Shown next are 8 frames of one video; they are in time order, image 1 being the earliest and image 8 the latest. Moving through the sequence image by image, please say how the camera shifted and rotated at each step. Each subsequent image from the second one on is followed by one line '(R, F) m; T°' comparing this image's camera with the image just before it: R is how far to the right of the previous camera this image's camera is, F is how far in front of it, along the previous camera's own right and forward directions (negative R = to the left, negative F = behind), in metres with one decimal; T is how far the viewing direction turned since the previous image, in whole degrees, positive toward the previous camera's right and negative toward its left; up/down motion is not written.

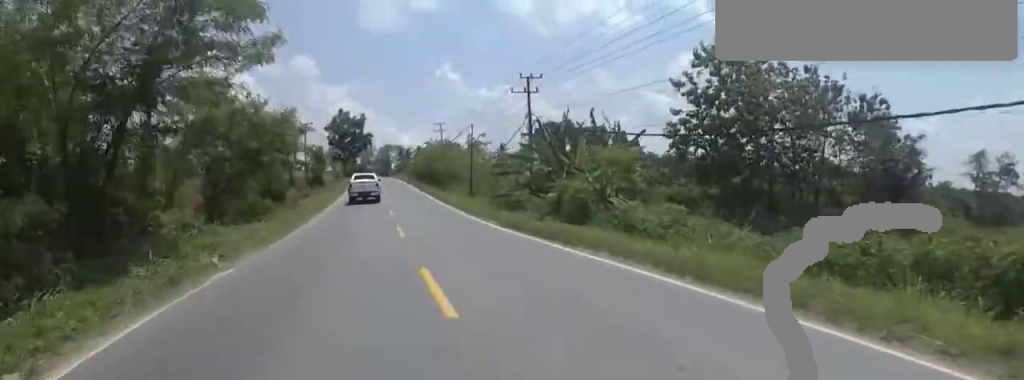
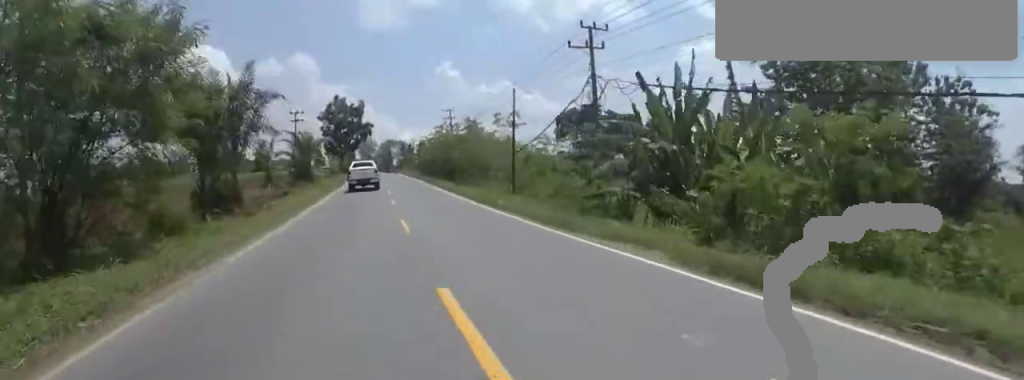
(0.0, +10.0) m; 0°
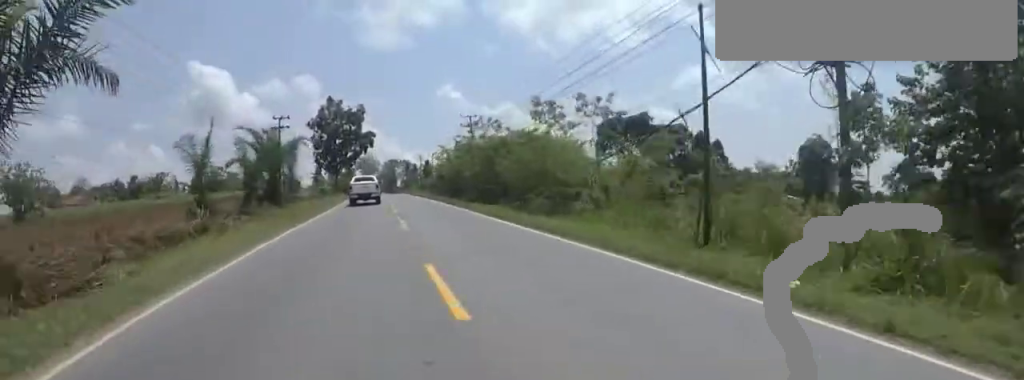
(0.0, +13.9) m; 0°
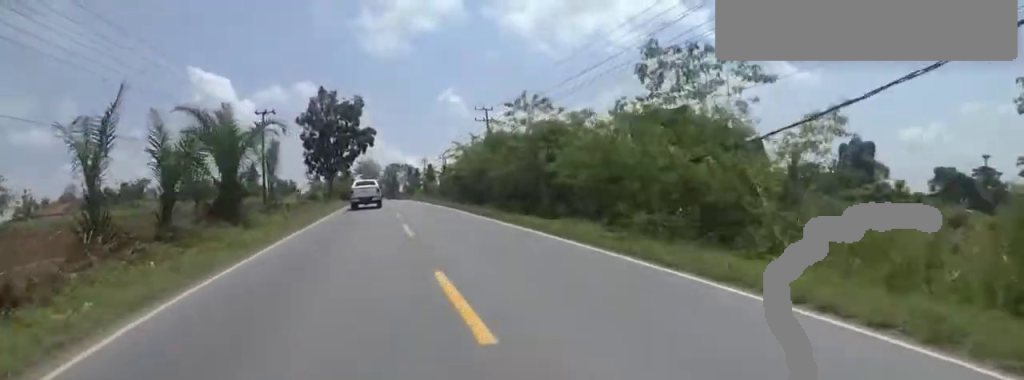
(0.0, +8.5) m; 0°
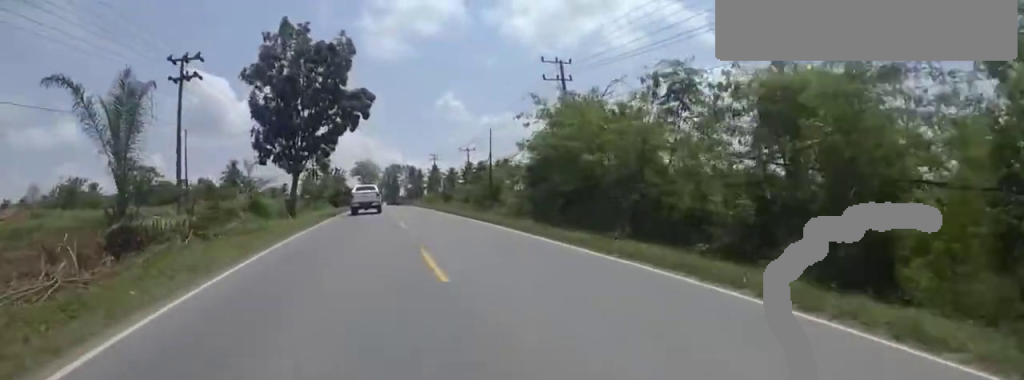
(+0.1, +20.9) m; 0°
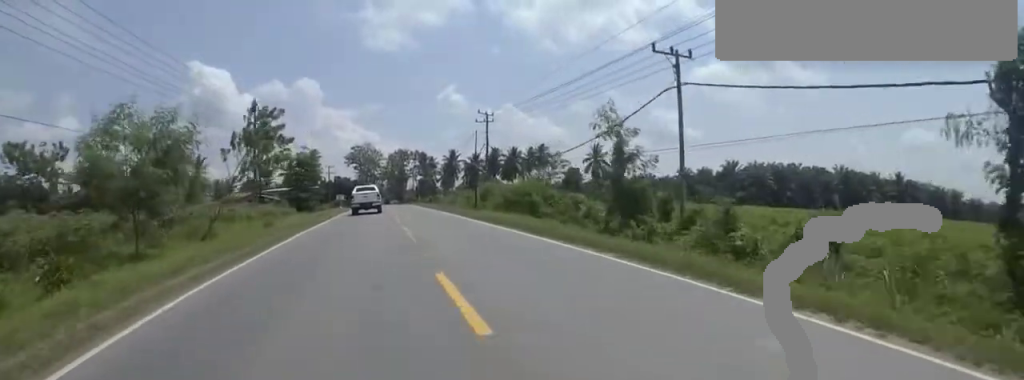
(-0.7, +42.3) m; -4°
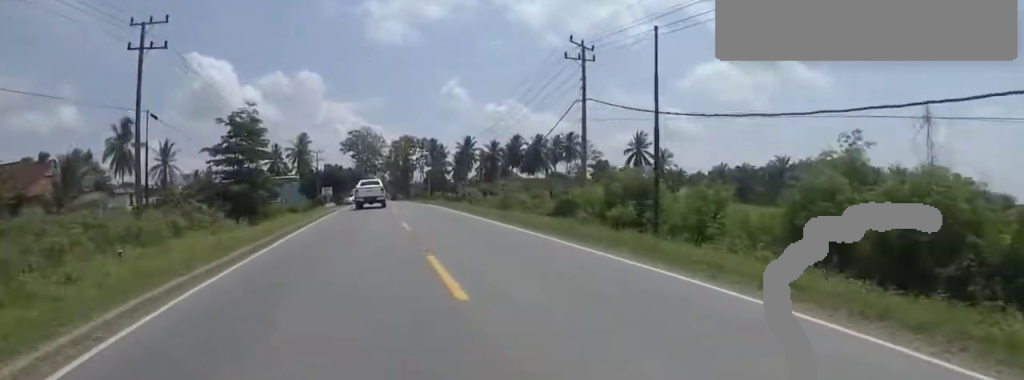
(-0.3, +22.4) m; +2°
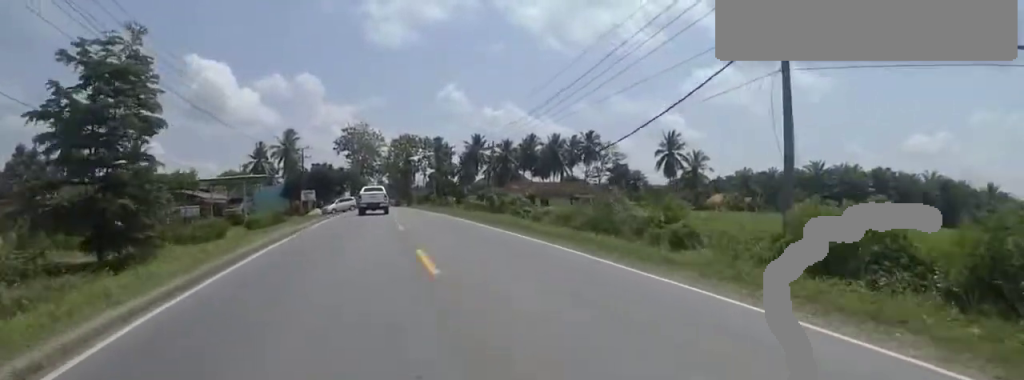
(+0.9, +14.3) m; +1°
